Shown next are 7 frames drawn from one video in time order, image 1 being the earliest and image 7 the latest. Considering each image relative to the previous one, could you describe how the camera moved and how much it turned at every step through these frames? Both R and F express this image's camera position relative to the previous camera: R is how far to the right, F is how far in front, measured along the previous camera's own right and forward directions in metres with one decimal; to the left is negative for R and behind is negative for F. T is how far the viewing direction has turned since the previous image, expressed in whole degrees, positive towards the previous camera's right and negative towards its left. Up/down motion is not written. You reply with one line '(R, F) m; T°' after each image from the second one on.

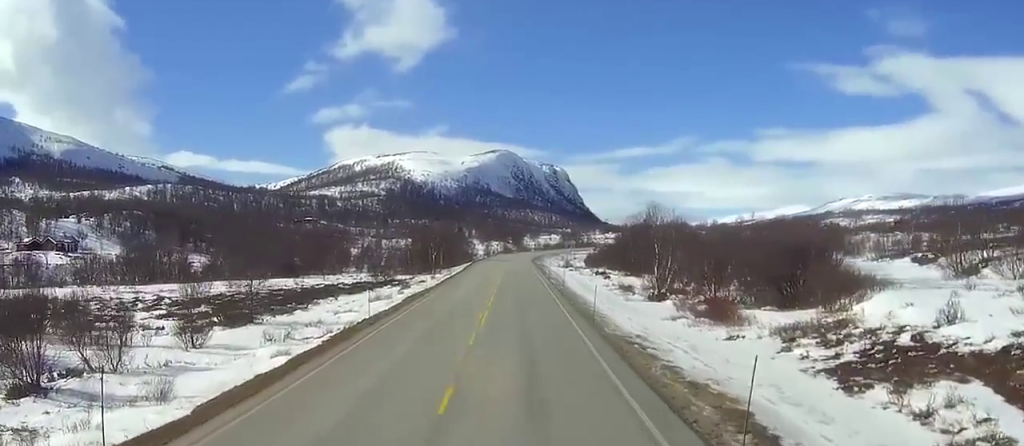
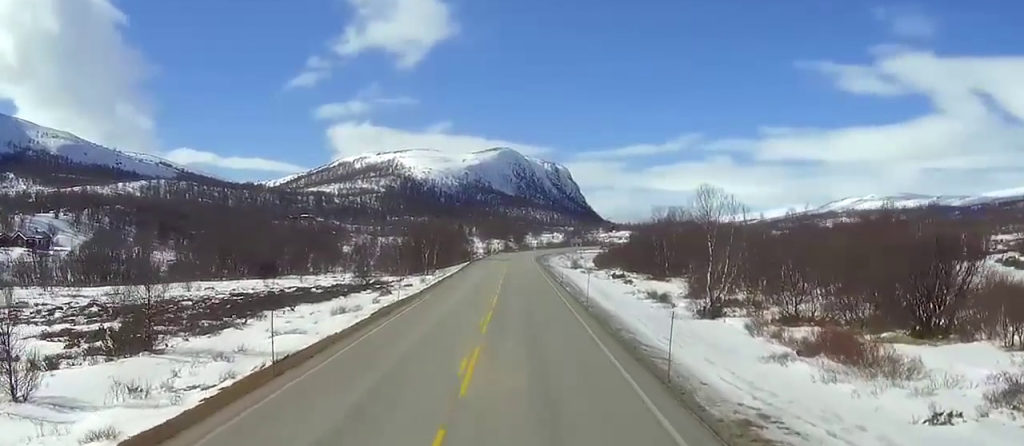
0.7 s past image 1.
(+0.2, +16.3) m; 0°
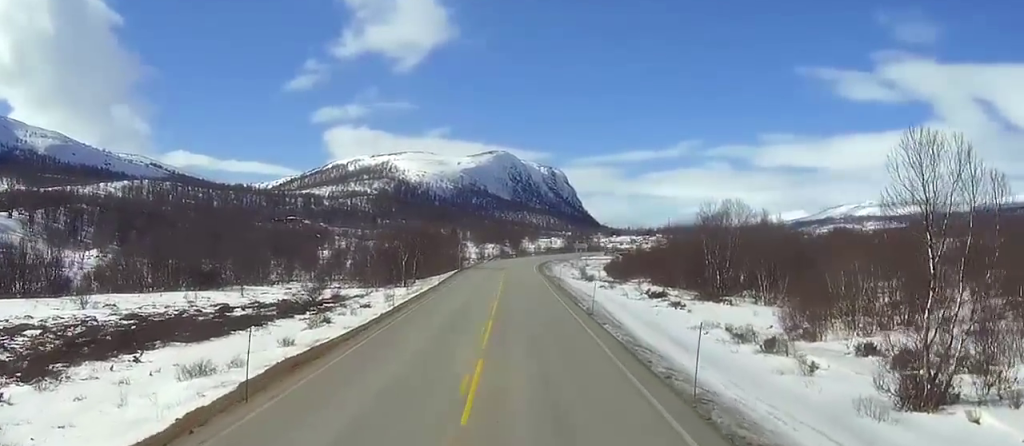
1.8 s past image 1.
(-0.4, +26.1) m; -1°
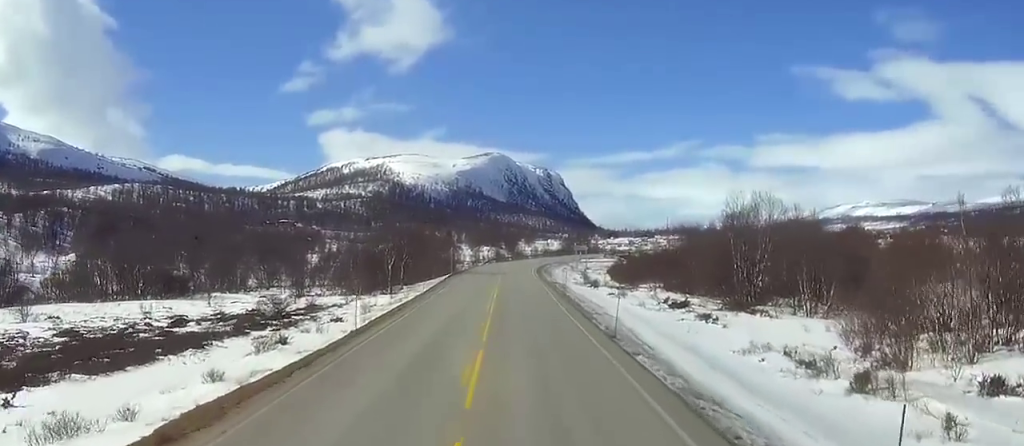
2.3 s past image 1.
(0.0, +10.1) m; 0°
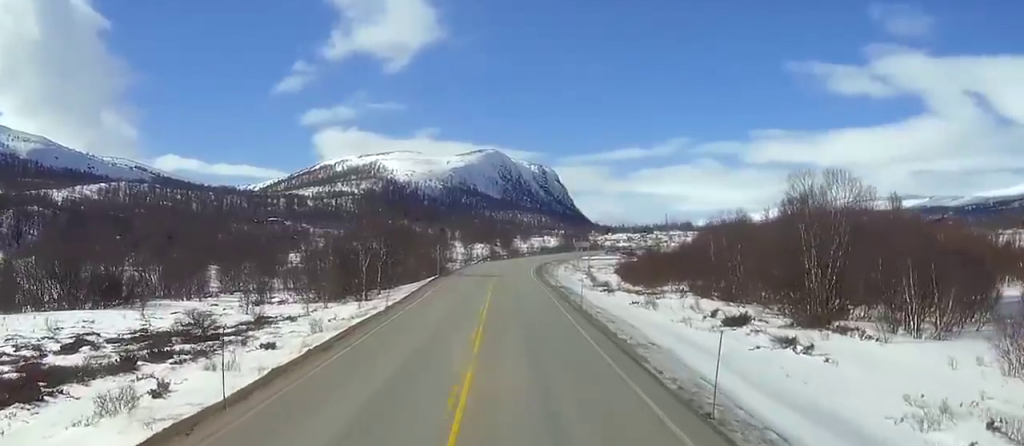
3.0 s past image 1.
(0.0, +16.1) m; 0°
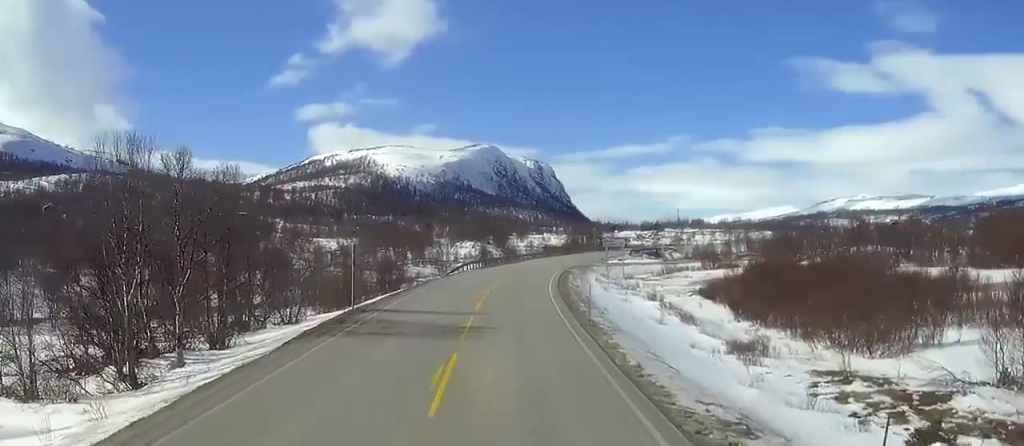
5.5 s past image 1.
(-0.4, +58.8) m; +1°
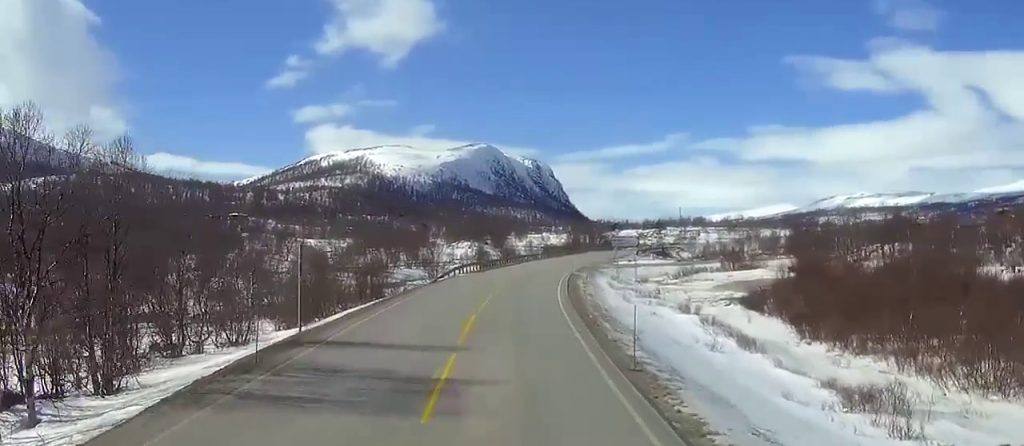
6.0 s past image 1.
(+0.1, +12.6) m; +1°
